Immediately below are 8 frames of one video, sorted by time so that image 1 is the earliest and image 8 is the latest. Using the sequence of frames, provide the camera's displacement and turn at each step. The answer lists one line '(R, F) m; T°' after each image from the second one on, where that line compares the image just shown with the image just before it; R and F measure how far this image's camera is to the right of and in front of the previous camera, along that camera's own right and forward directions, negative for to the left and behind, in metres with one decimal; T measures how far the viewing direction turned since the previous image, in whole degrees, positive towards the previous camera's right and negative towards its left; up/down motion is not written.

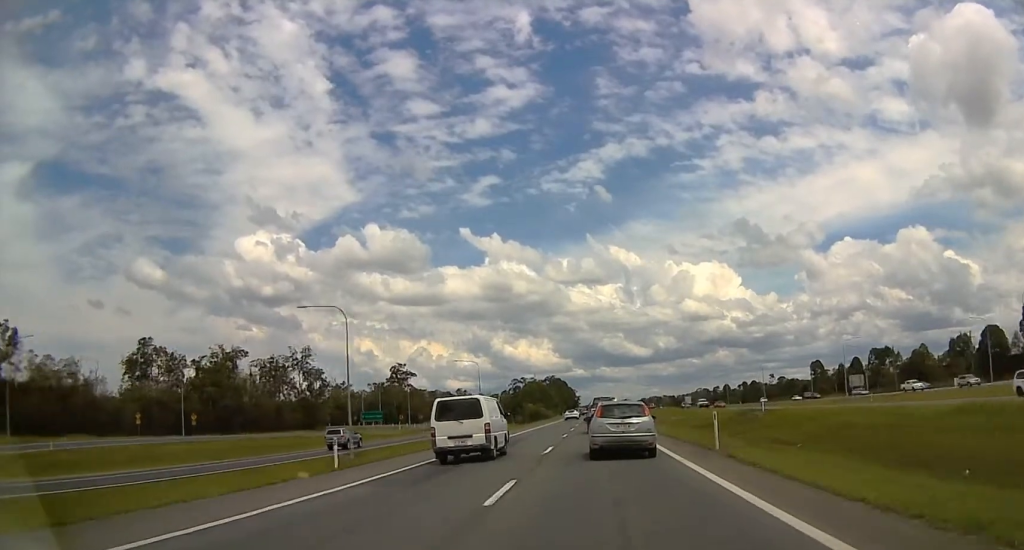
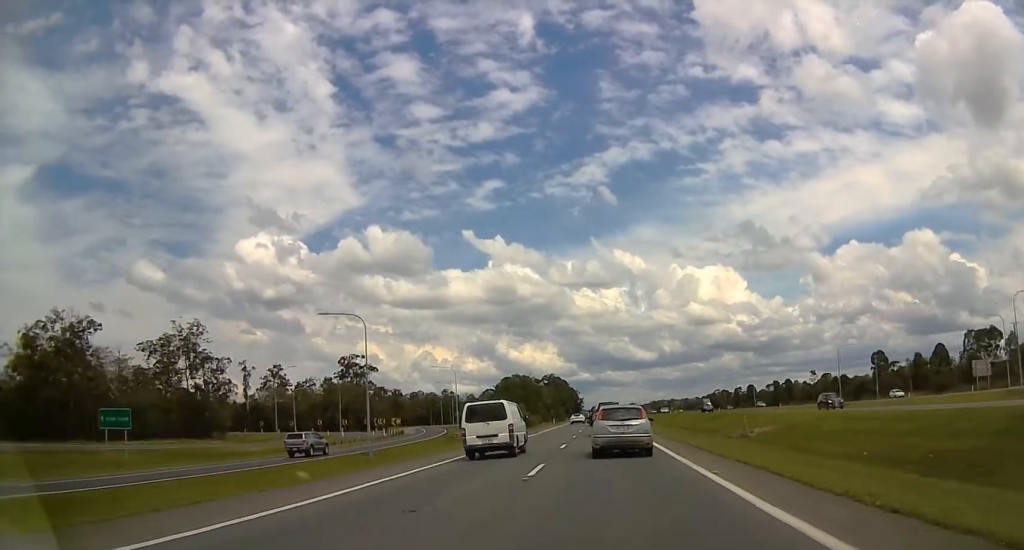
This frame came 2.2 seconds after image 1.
(+1.3, +55.7) m; -1°
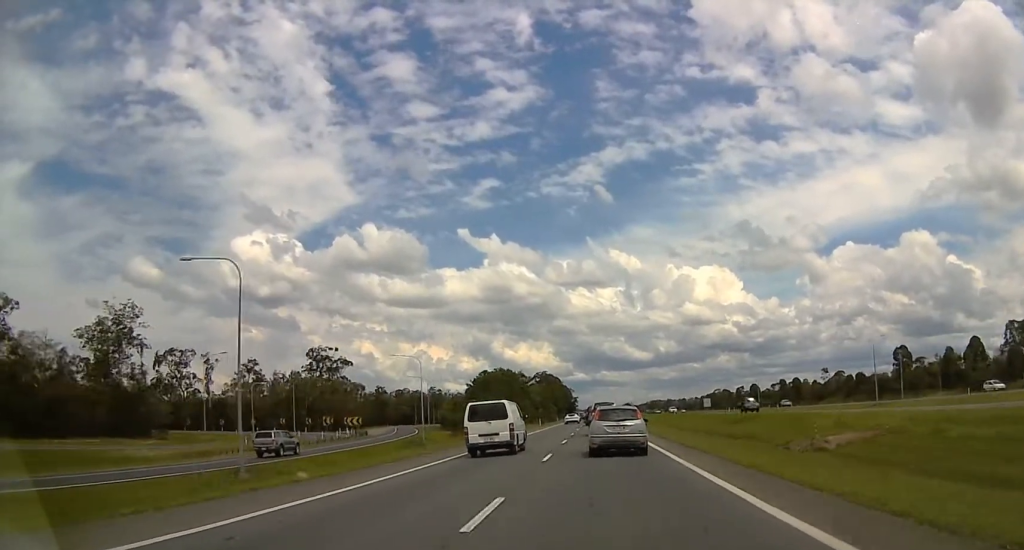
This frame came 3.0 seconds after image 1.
(-0.4, +19.9) m; 0°
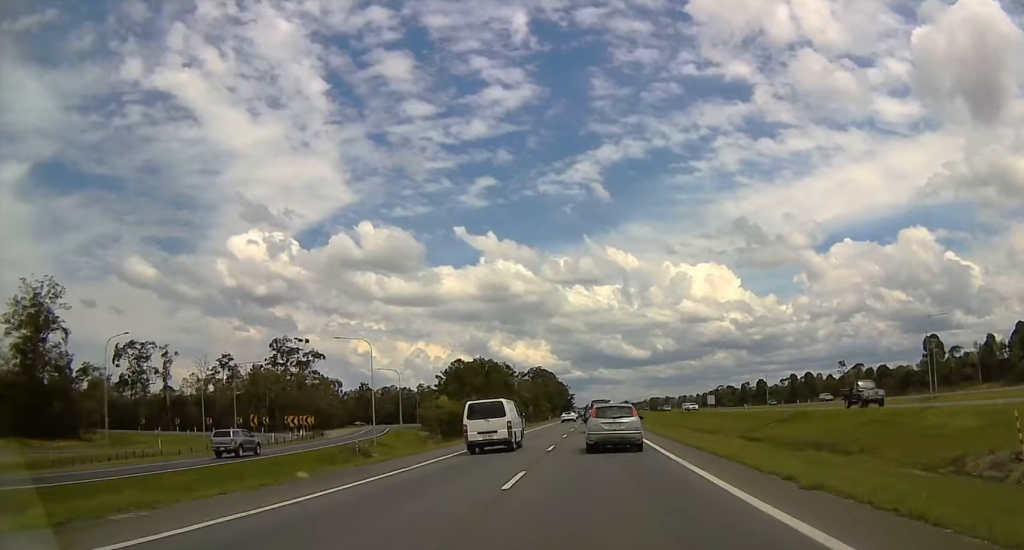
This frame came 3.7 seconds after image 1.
(0.0, +20.0) m; +2°
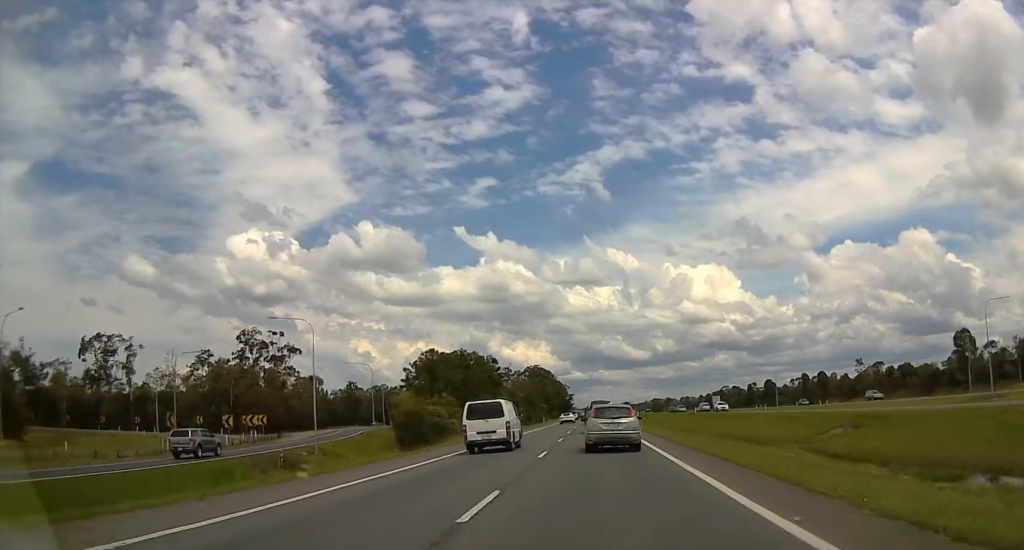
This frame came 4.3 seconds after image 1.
(+0.9, +15.7) m; 0°
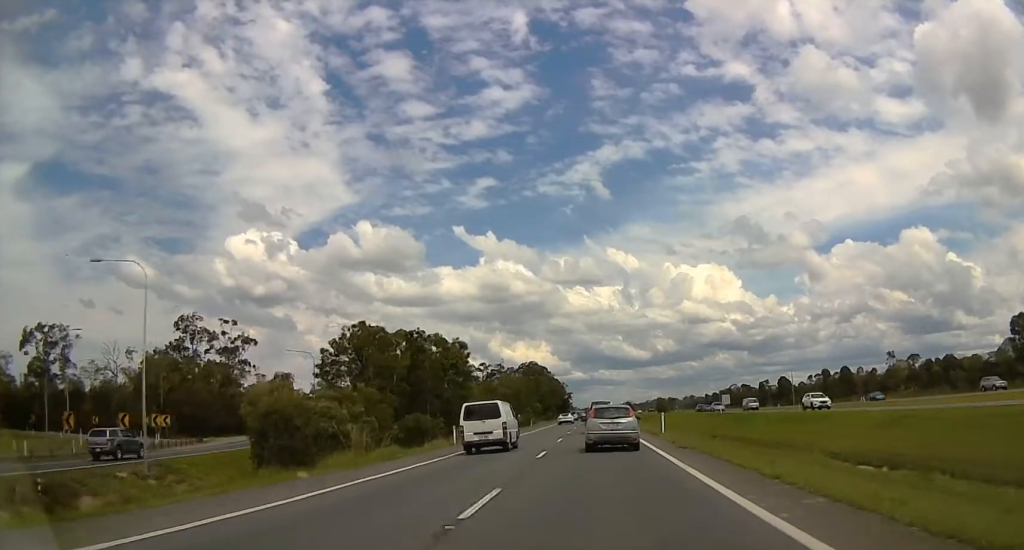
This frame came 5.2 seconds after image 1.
(-0.6, +23.7) m; 0°
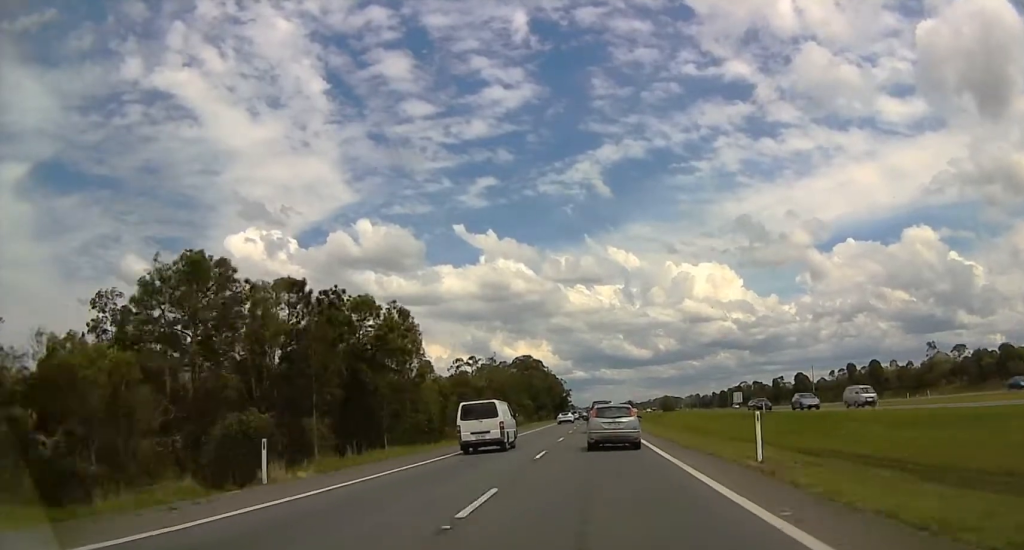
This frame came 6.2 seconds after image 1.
(+0.3, +24.1) m; 0°
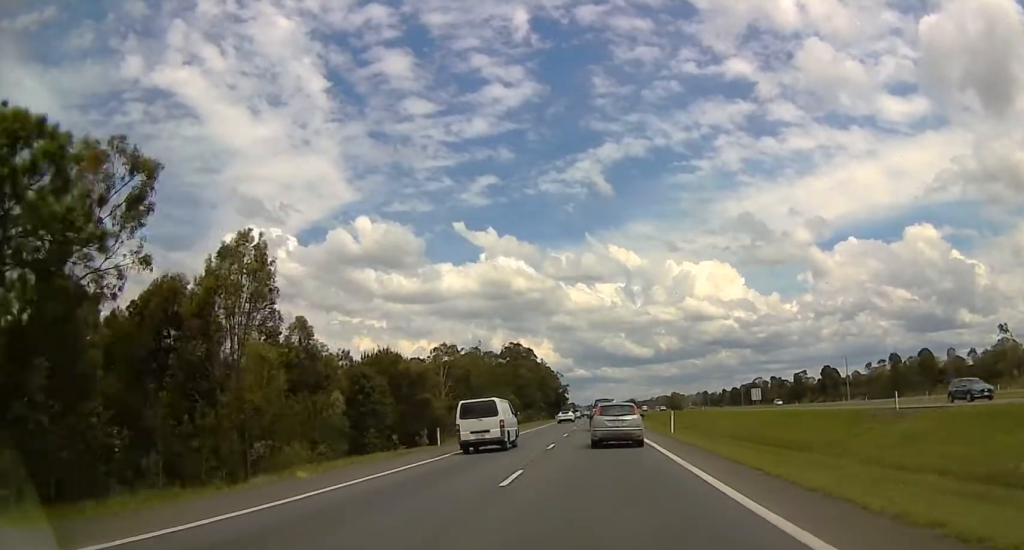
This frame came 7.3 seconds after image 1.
(-0.6, +31.6) m; 0°
